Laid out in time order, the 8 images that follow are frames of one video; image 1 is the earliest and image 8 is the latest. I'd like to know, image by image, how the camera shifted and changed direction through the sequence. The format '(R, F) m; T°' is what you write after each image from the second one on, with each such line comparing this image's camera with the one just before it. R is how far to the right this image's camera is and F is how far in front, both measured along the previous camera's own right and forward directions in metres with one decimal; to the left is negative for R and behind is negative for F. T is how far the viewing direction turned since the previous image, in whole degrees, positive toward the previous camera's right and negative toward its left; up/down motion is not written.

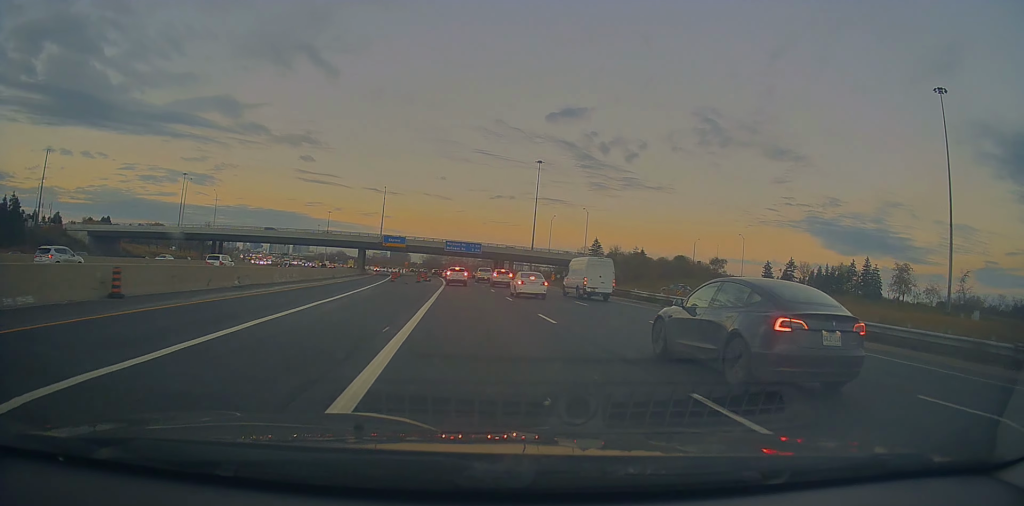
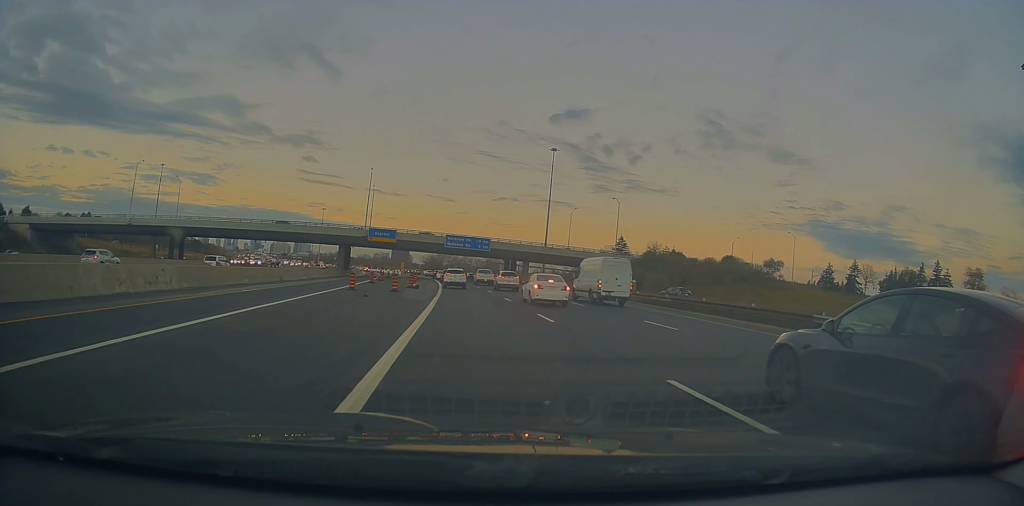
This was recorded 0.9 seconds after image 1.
(+0.1, +23.6) m; +1°
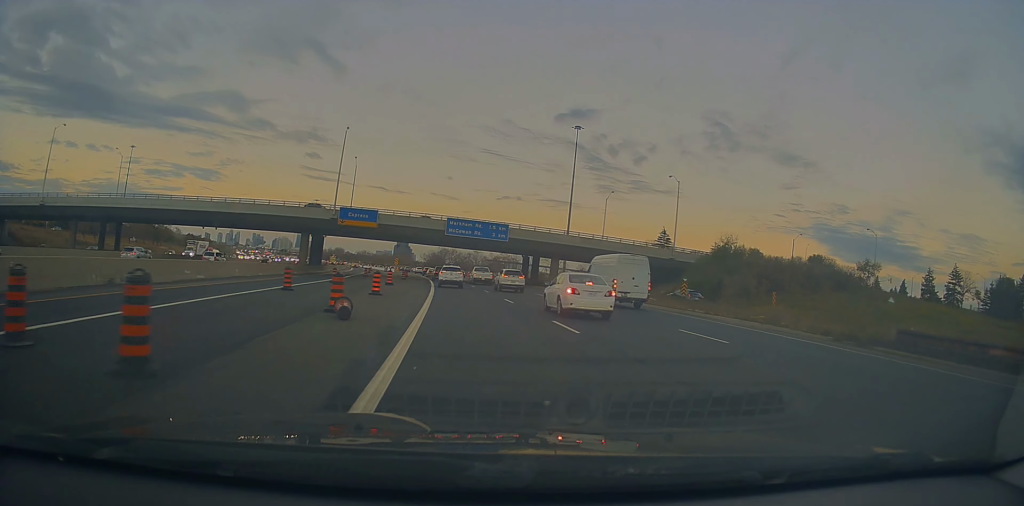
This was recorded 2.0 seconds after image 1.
(+0.3, +27.7) m; -1°
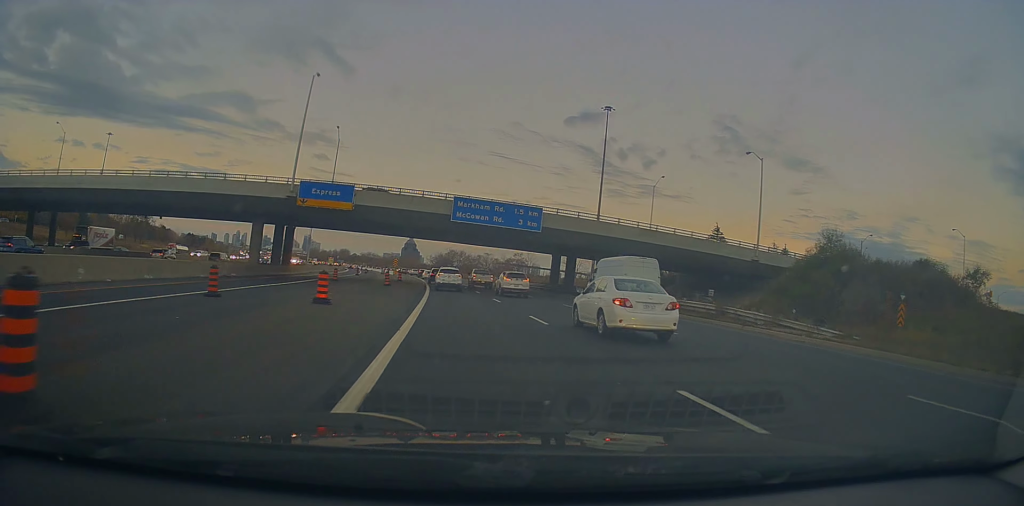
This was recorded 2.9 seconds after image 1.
(-0.4, +21.7) m; -2°
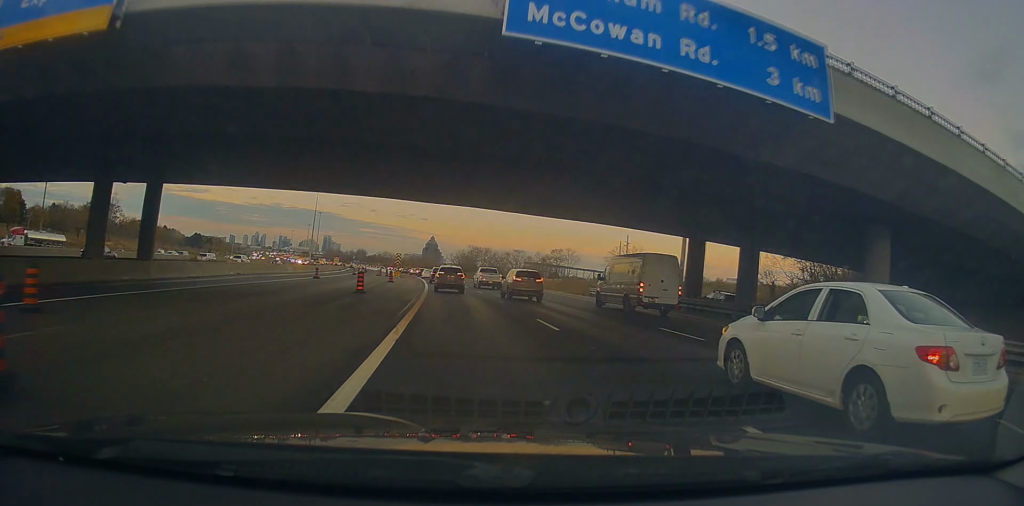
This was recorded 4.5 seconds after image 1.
(-0.8, +38.4) m; -3°
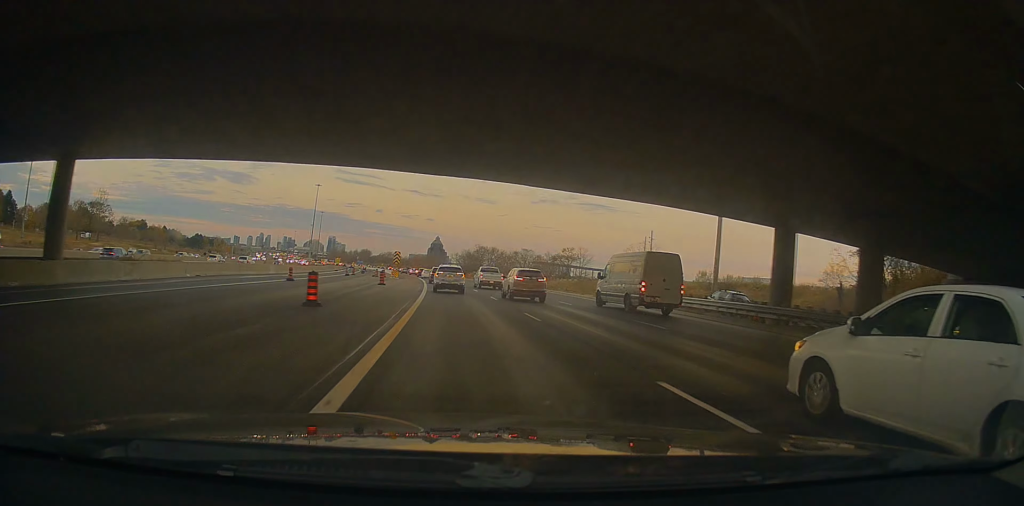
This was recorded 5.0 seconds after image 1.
(-0.2, +9.8) m; -1°
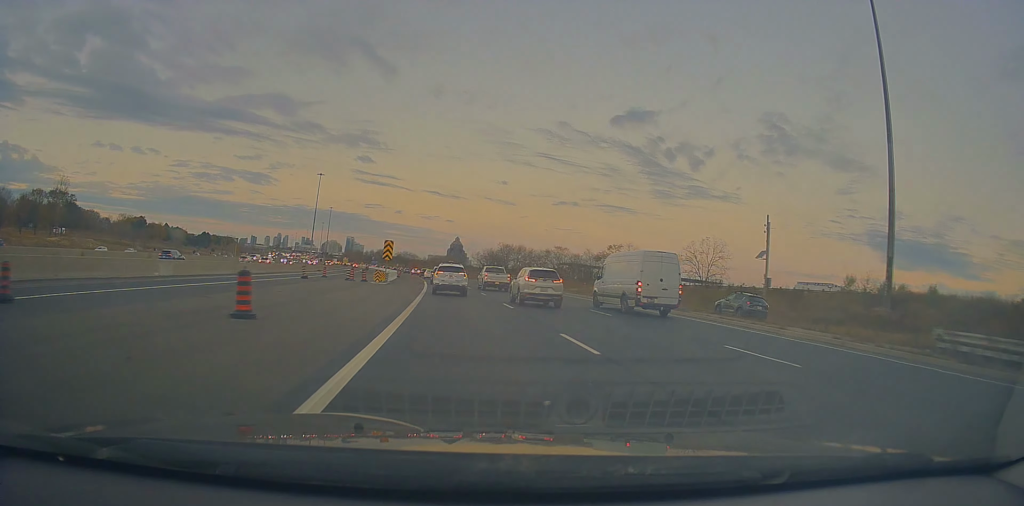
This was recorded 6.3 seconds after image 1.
(-0.4, +30.2) m; -1°
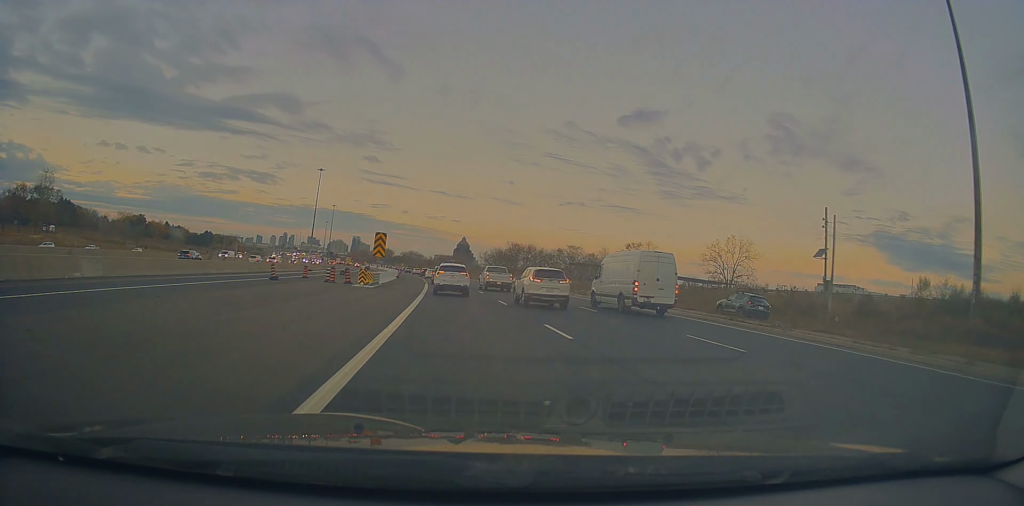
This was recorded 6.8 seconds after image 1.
(0.0, +9.9) m; -1°
